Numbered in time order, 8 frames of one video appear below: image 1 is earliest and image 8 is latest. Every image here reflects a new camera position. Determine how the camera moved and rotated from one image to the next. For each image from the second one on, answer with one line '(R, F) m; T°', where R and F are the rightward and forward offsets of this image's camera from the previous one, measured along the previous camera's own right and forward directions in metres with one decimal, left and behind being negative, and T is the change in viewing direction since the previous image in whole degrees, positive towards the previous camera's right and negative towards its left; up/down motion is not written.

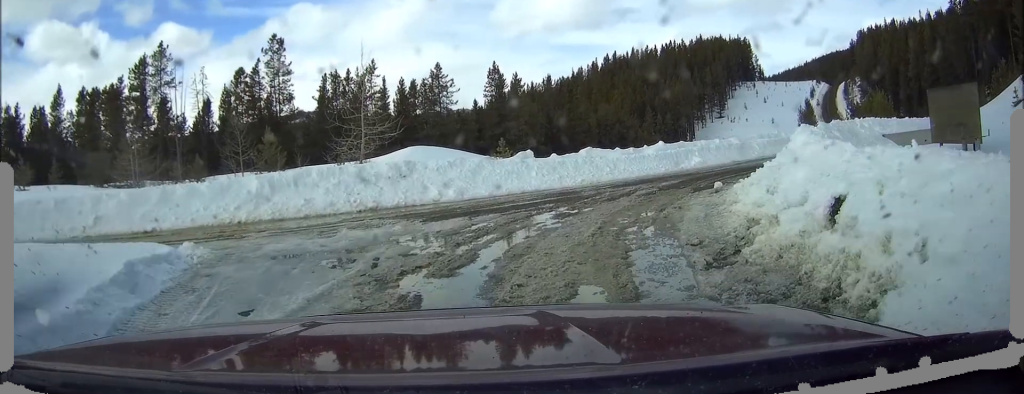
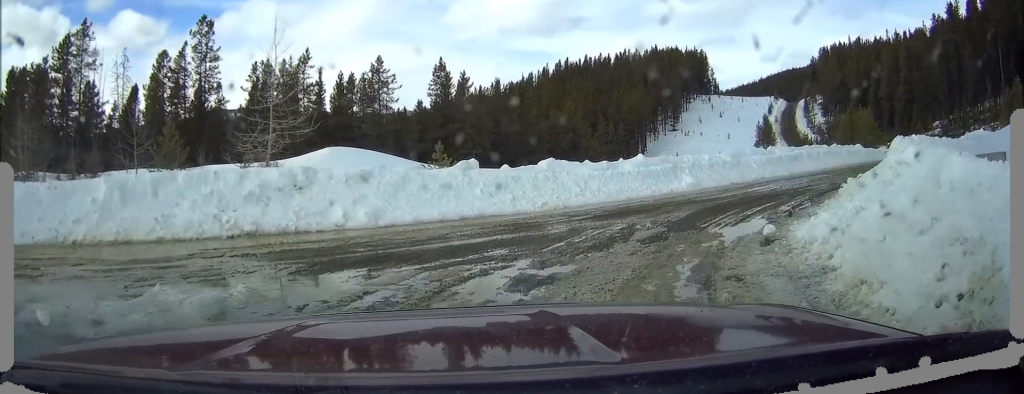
(+0.2, +5.0) m; +6°
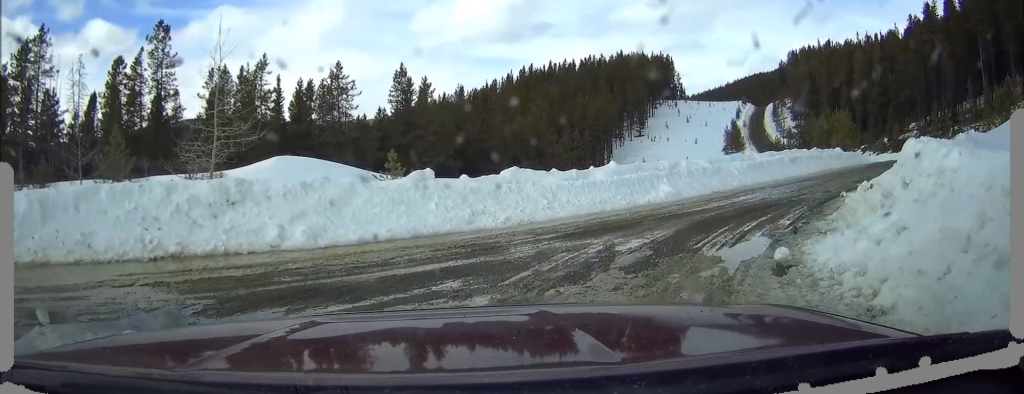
(0.0, +1.5) m; +4°
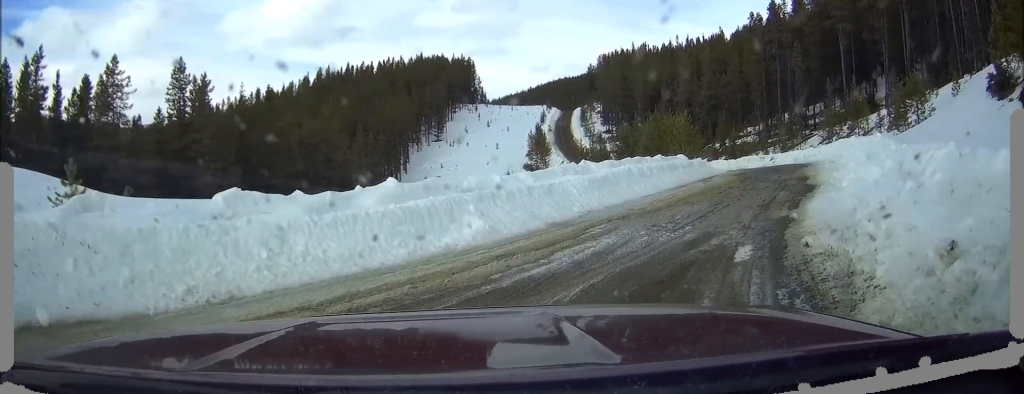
(+1.0, +5.4) m; +19°
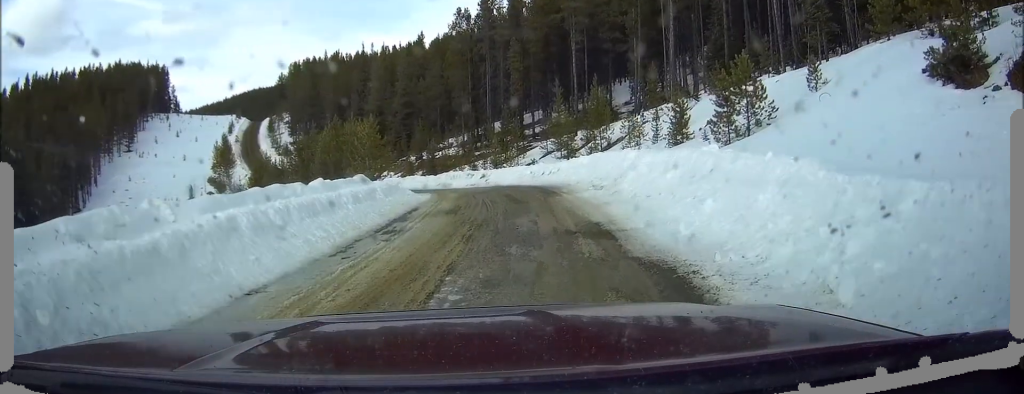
(+1.6, +10.0) m; +15°
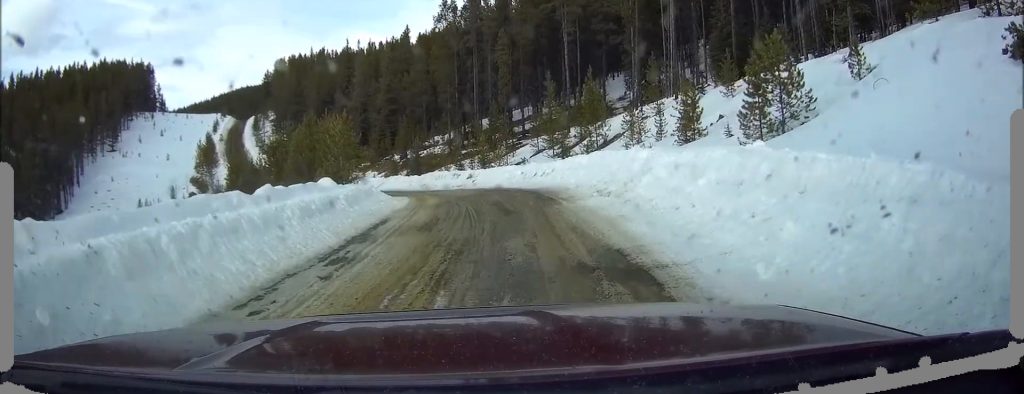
(+0.1, +3.2) m; +2°
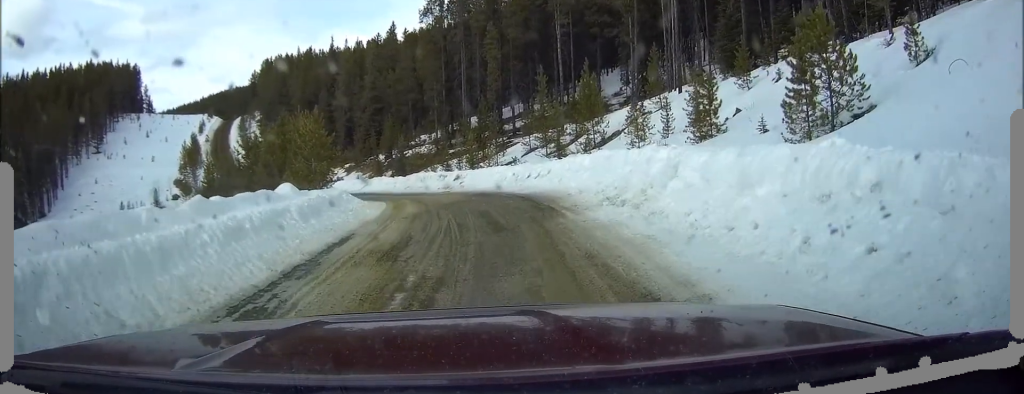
(+0.1, +3.0) m; +1°
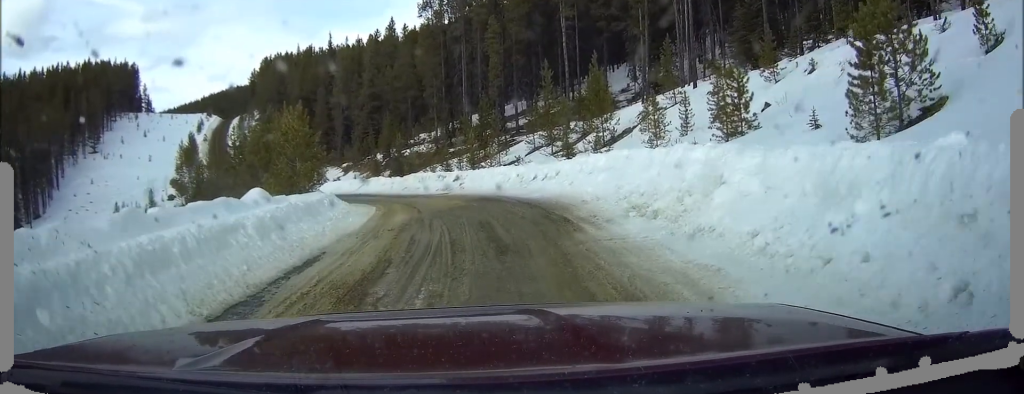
(0.0, +2.5) m; +2°
